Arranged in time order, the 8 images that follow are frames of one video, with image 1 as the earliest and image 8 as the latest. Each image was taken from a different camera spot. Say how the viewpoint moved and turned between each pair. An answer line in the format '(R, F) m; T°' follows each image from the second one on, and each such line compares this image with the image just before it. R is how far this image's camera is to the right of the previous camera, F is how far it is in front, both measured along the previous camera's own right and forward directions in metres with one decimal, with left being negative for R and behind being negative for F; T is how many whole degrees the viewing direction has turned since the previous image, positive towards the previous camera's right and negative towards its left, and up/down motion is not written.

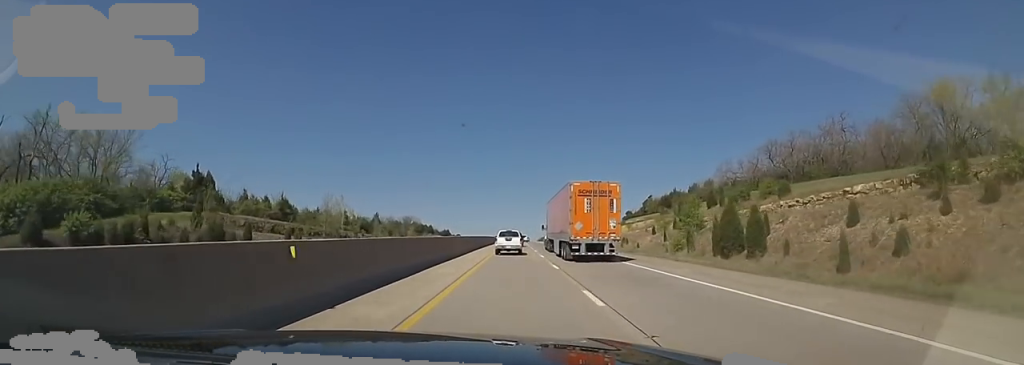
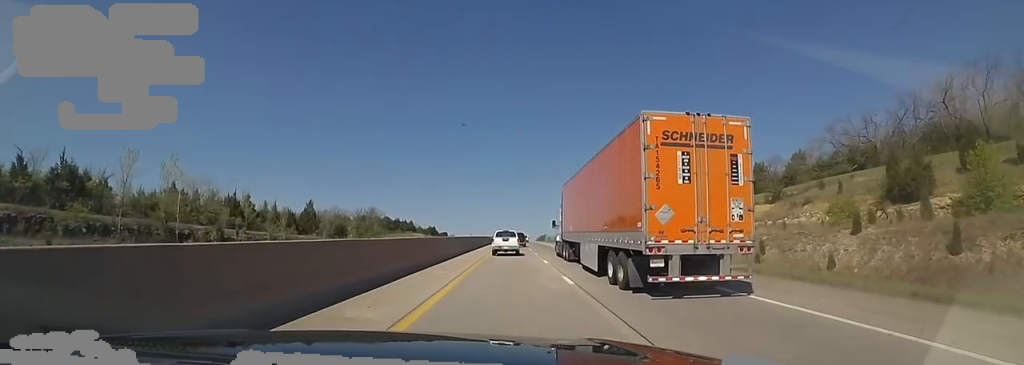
(+1.3, +45.9) m; +3°
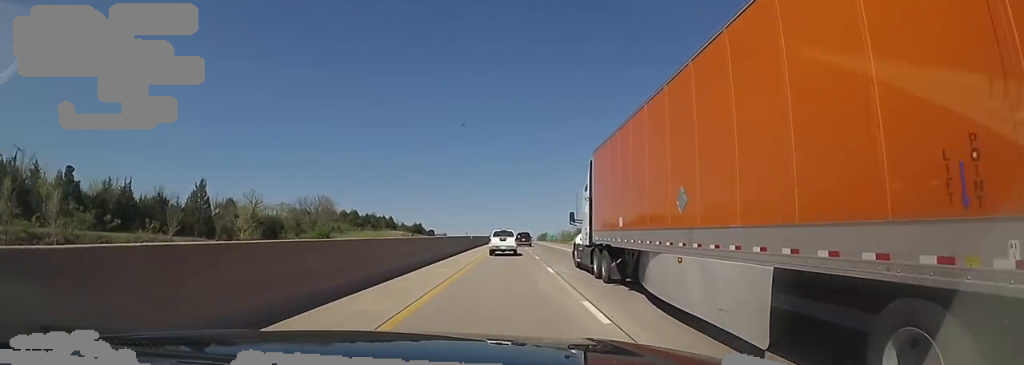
(+0.2, +35.9) m; -1°
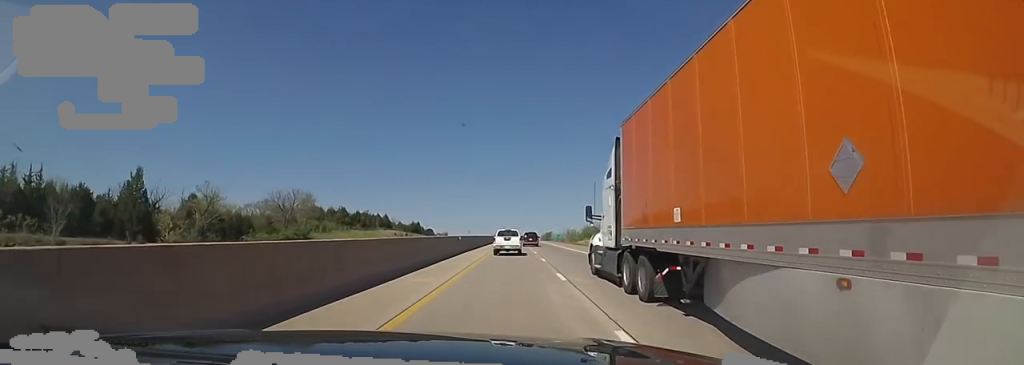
(-0.3, +13.0) m; -1°
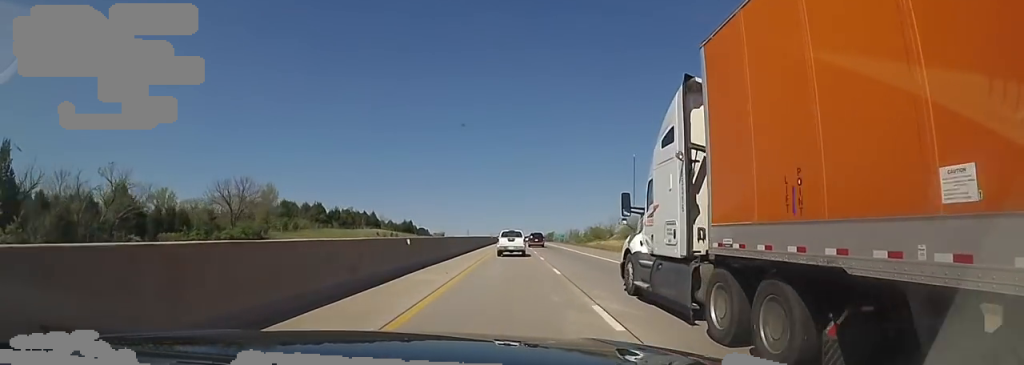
(-0.1, +17.3) m; 0°
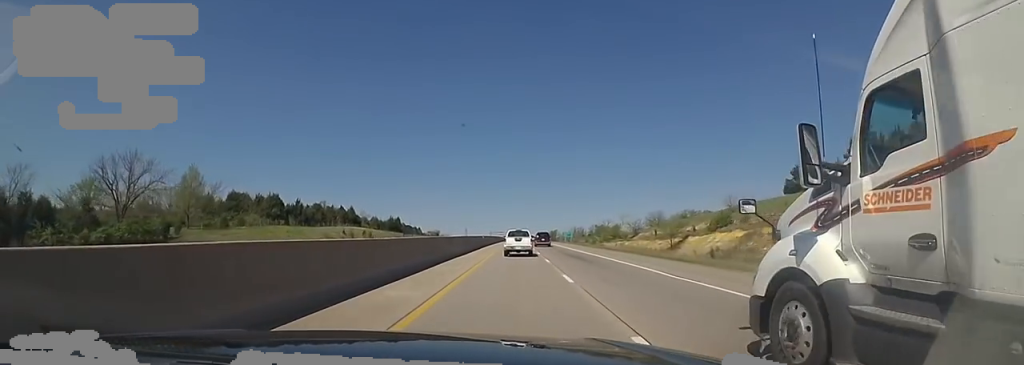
(0.0, +22.6) m; 0°
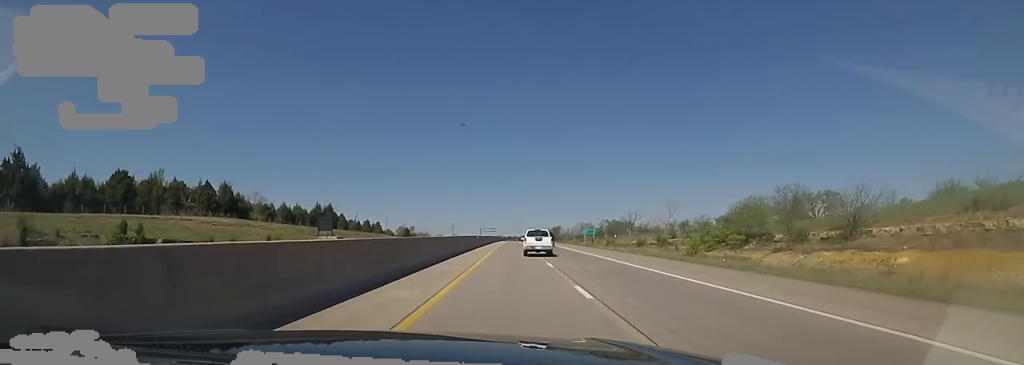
(-0.2, +63.7) m; 0°
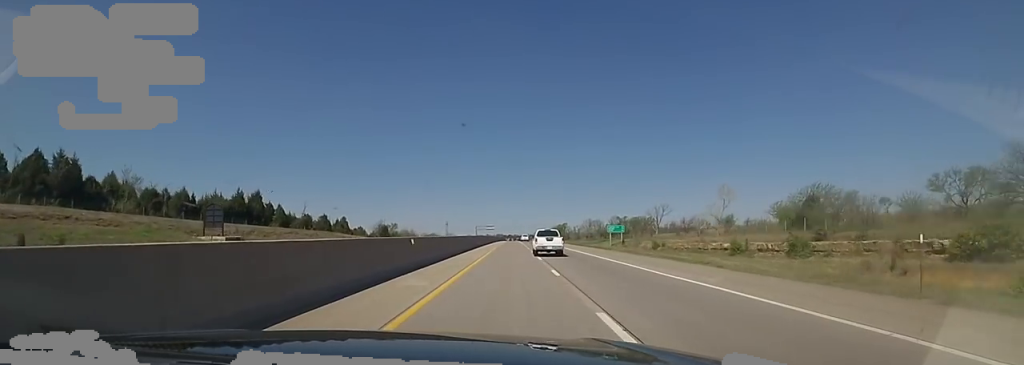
(+0.1, +34.0) m; +1°
